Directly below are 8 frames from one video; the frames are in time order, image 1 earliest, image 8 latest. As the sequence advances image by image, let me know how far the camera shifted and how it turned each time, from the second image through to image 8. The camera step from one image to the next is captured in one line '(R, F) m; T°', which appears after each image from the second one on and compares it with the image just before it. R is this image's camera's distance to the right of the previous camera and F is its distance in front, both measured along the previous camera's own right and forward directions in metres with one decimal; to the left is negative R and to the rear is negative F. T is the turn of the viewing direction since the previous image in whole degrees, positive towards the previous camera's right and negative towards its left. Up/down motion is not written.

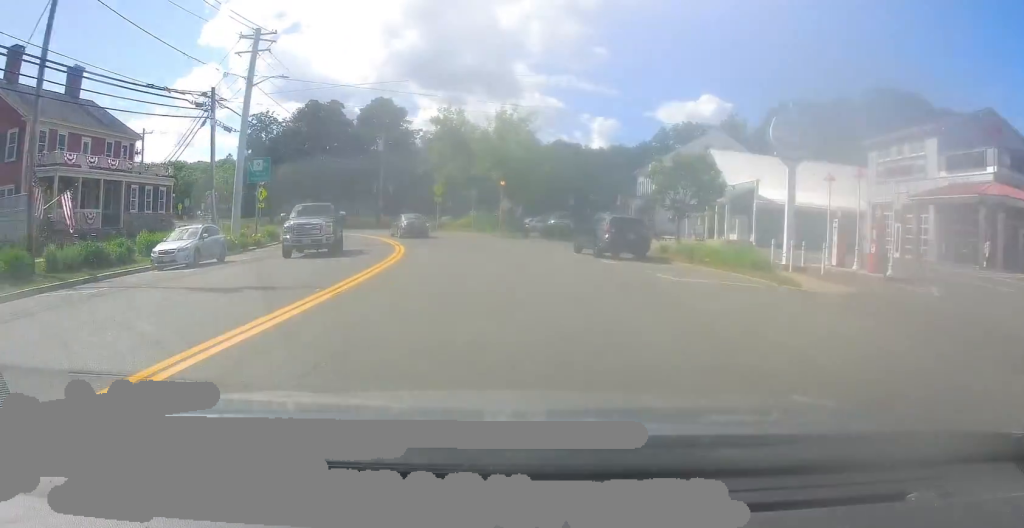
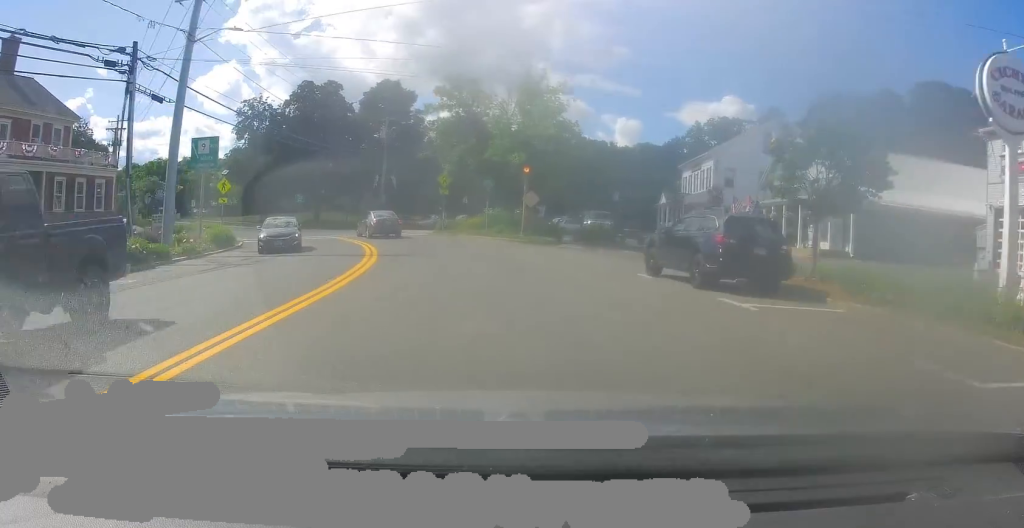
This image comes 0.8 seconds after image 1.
(-0.3, +10.6) m; -2°
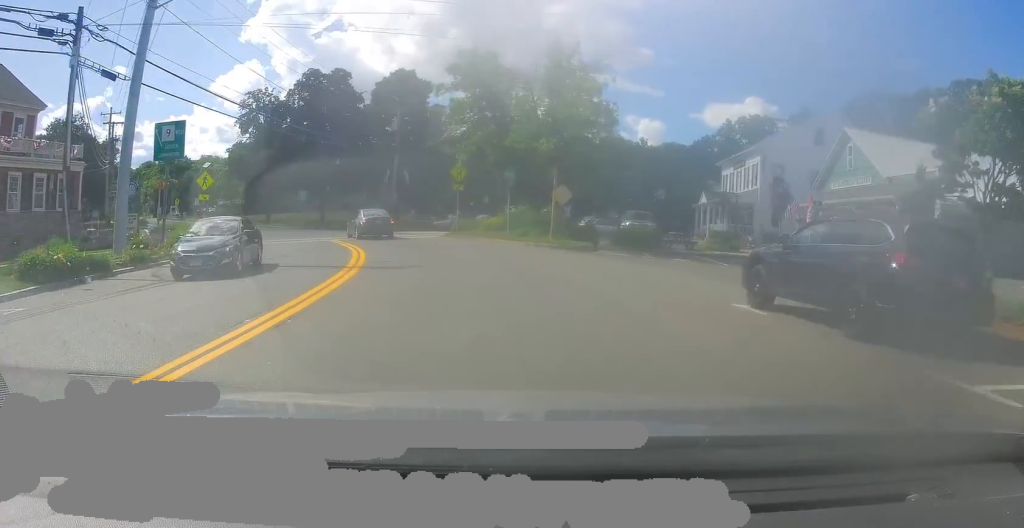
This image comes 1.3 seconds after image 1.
(-0.1, +6.0) m; -3°
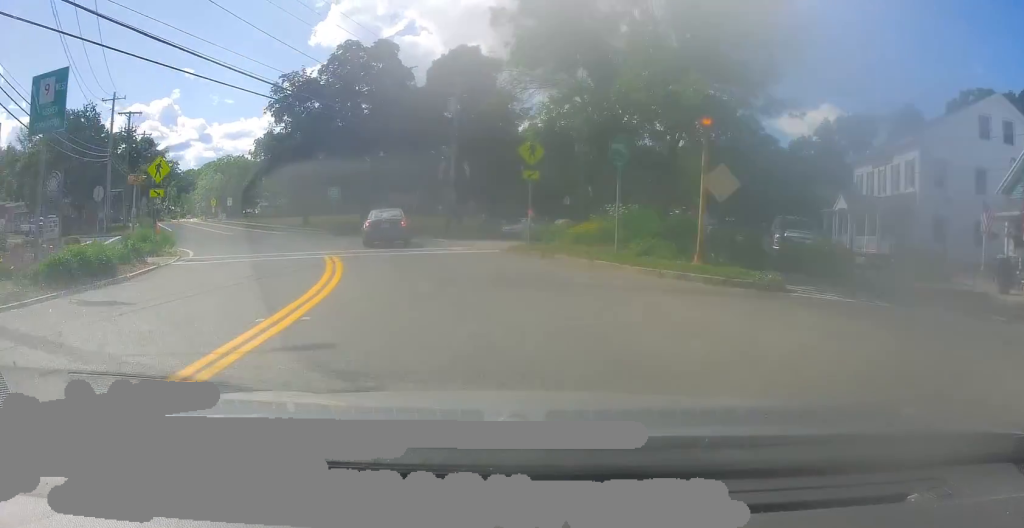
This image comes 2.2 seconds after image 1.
(-0.4, +11.5) m; -8°
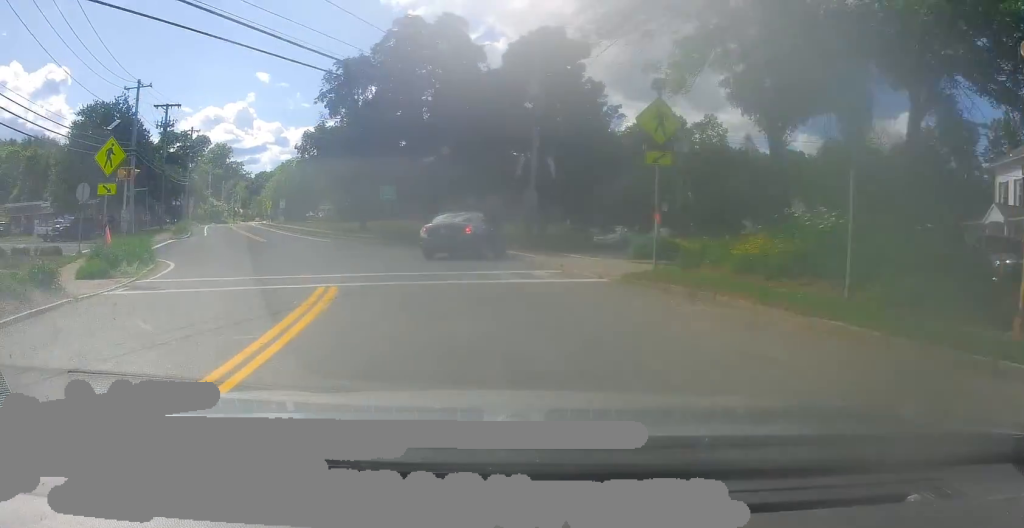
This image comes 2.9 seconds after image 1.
(-0.7, +8.6) m; -8°
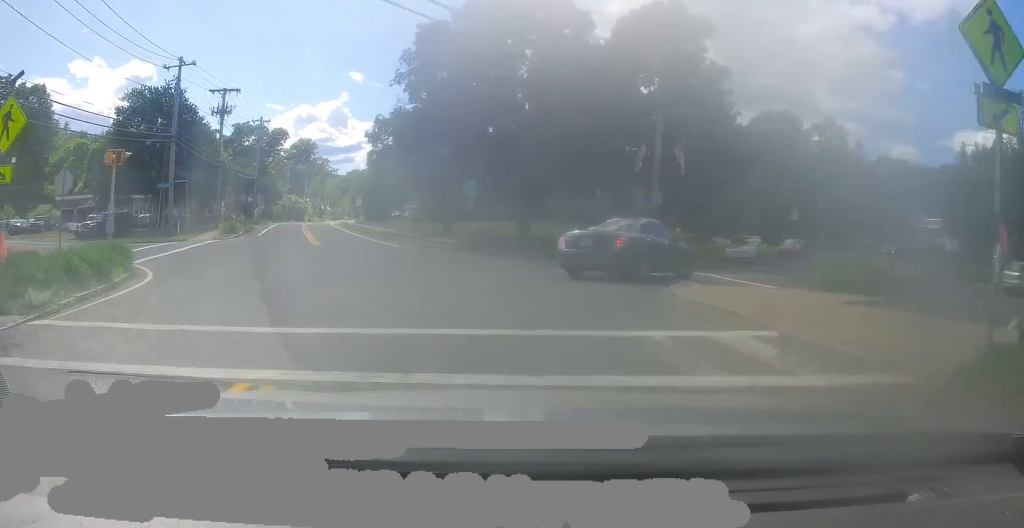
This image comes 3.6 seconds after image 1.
(-0.5, +7.3) m; -6°
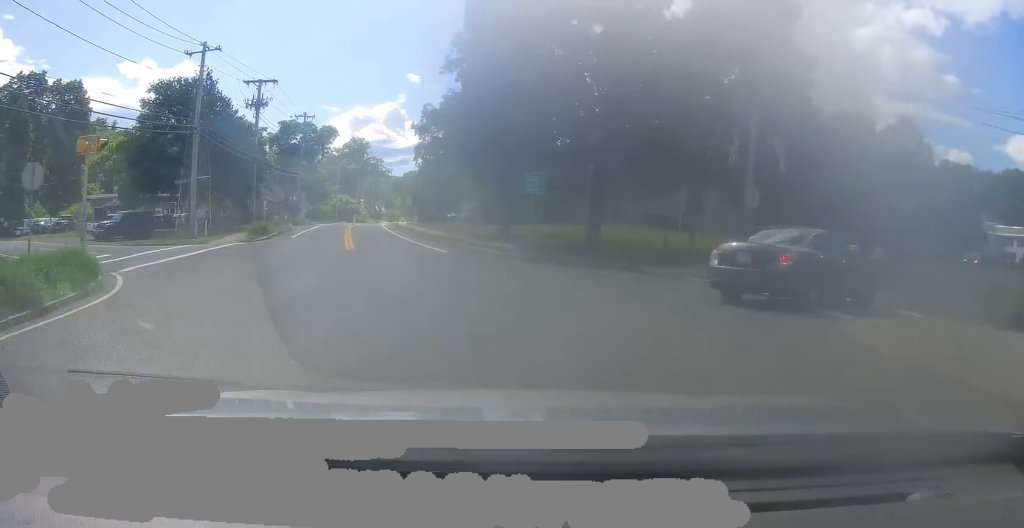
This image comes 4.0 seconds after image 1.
(+0.1, +4.6) m; -4°
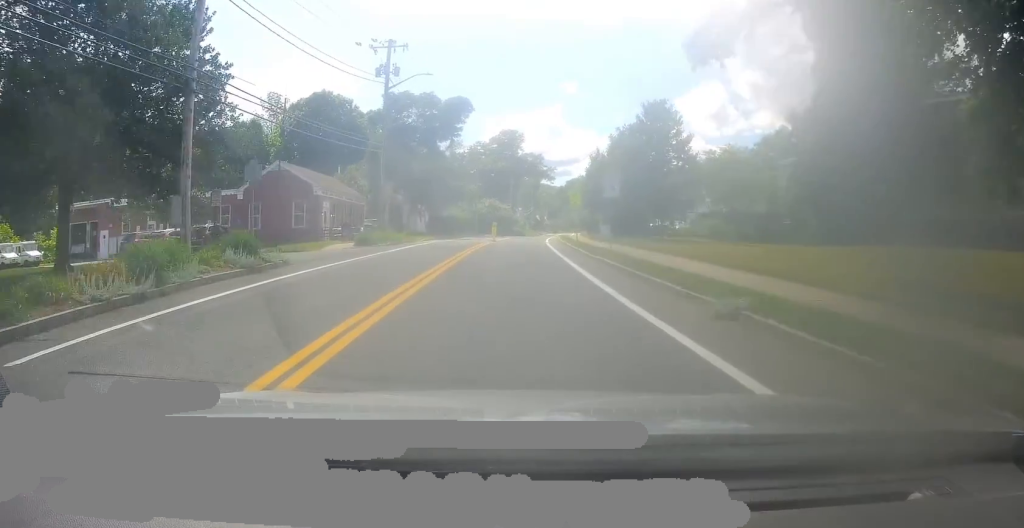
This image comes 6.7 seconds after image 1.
(-5.8, +35.3) m; -14°
